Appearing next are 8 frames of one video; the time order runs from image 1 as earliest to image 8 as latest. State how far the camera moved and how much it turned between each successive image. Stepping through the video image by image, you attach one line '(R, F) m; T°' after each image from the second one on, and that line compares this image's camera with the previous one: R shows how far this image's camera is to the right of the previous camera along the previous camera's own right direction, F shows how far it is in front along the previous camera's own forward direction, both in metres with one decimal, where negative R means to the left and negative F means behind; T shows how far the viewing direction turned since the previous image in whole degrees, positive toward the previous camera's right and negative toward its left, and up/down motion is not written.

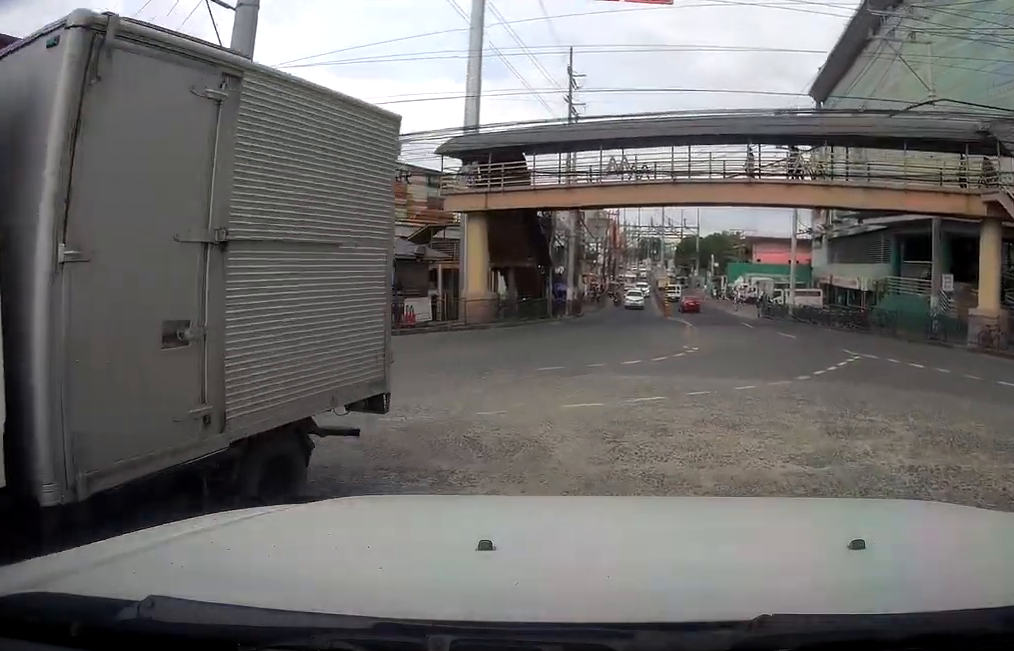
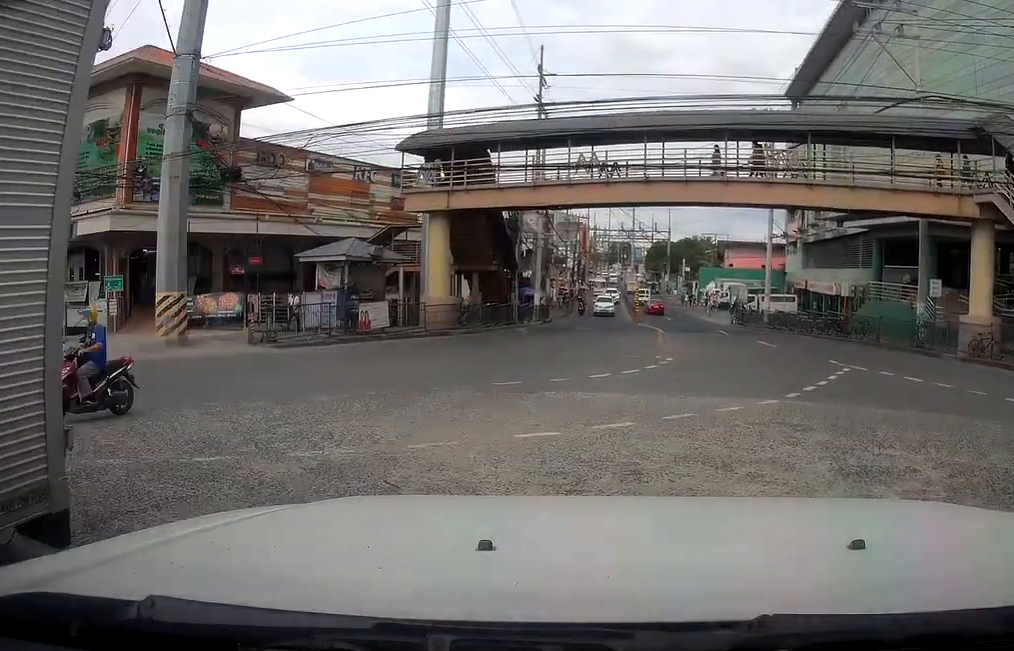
(0.0, +2.2) m; -2°
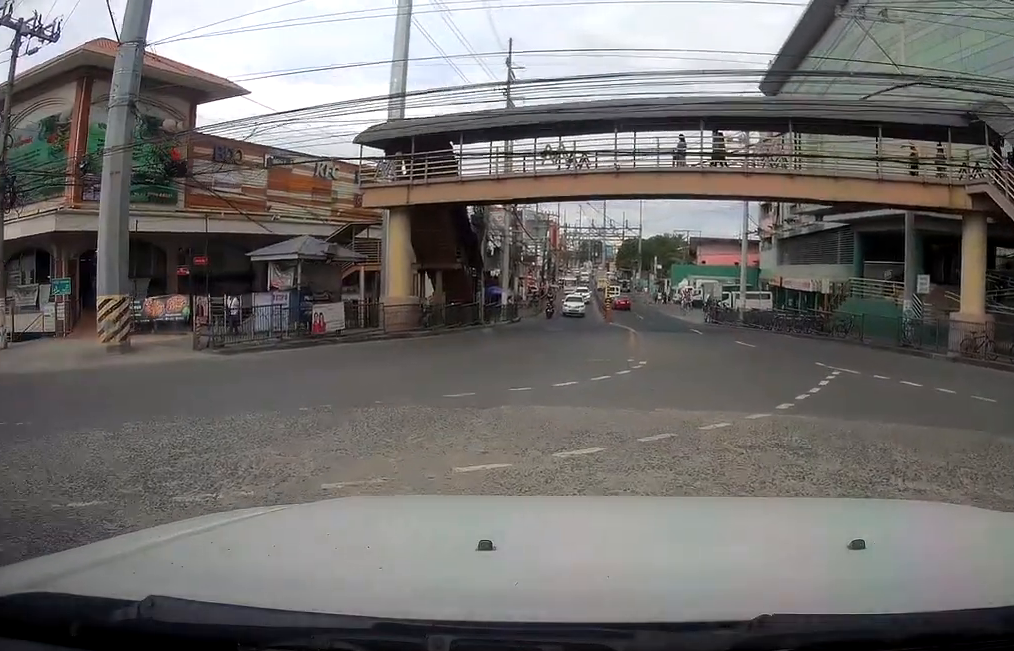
(-0.2, +2.0) m; -4°
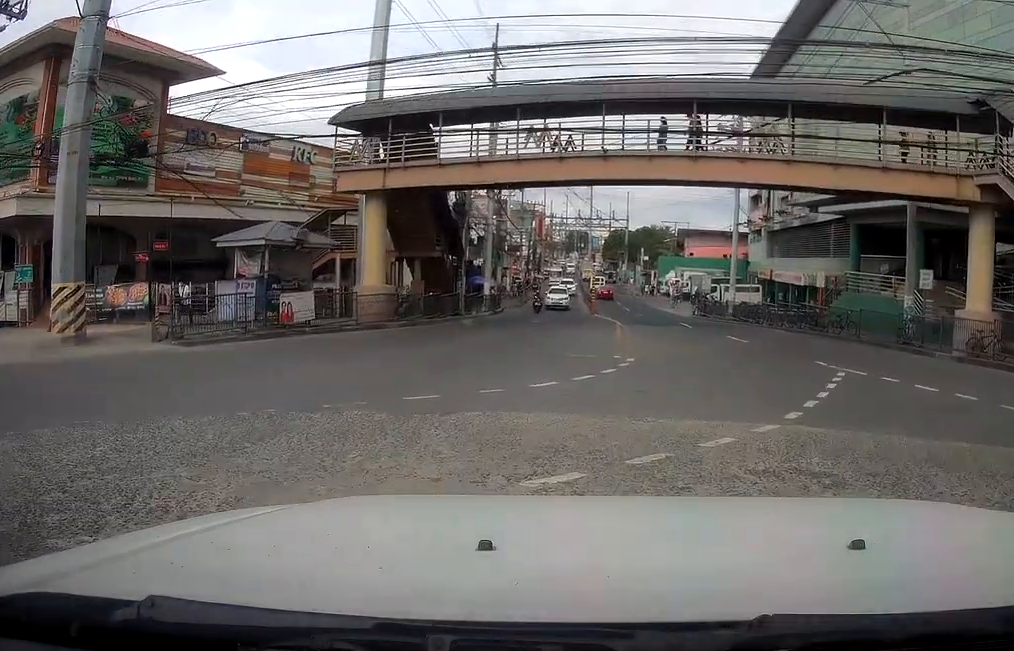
(0.0, +1.9) m; -1°
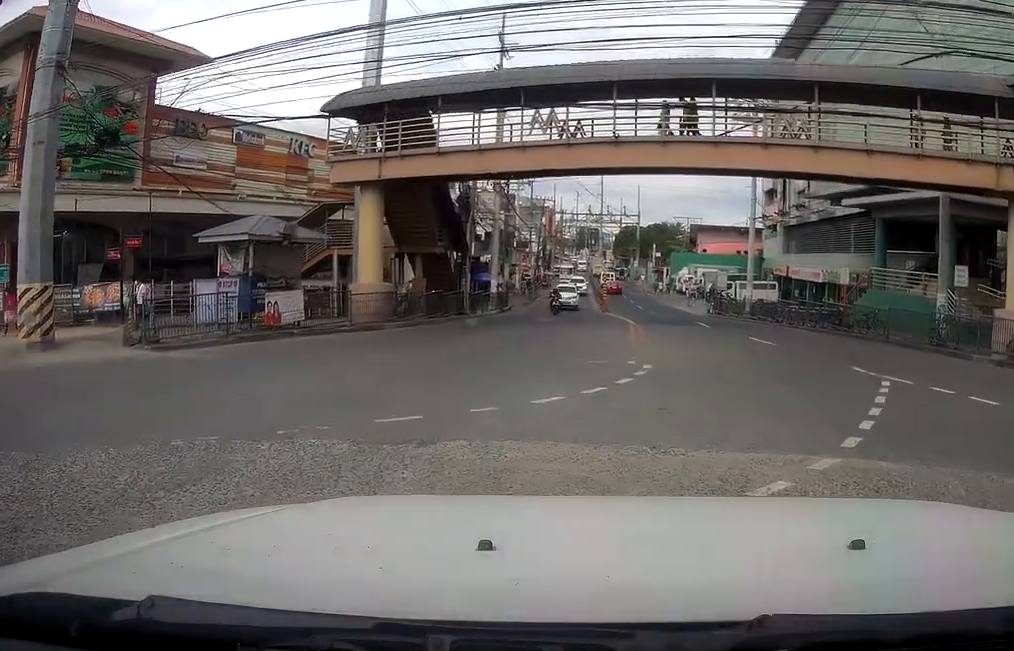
(0.0, +2.4) m; +2°
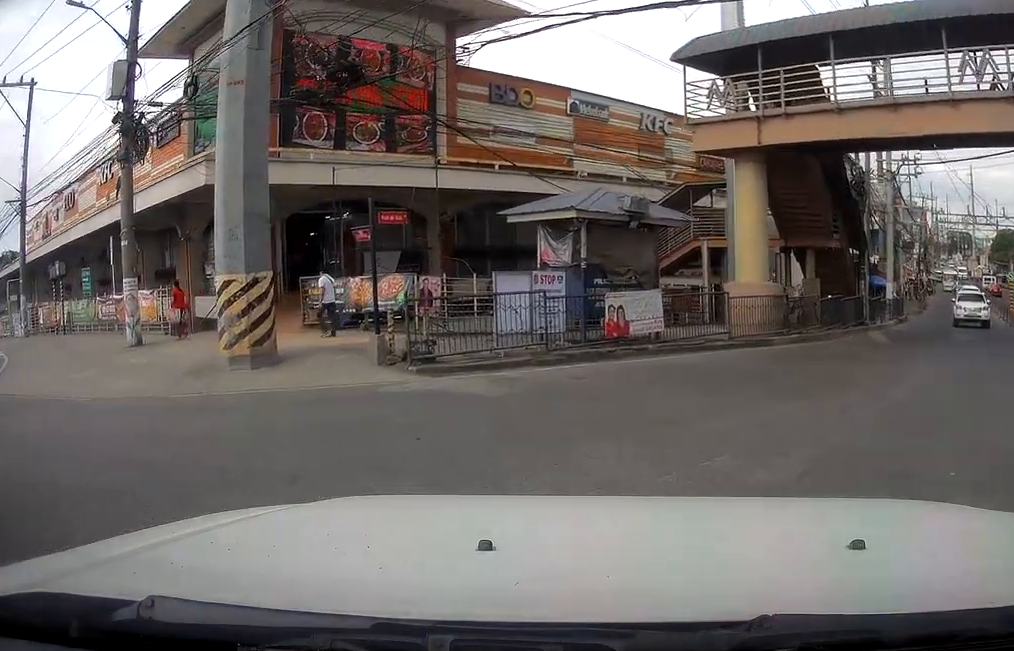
(-2.2, +7.6) m; -34°
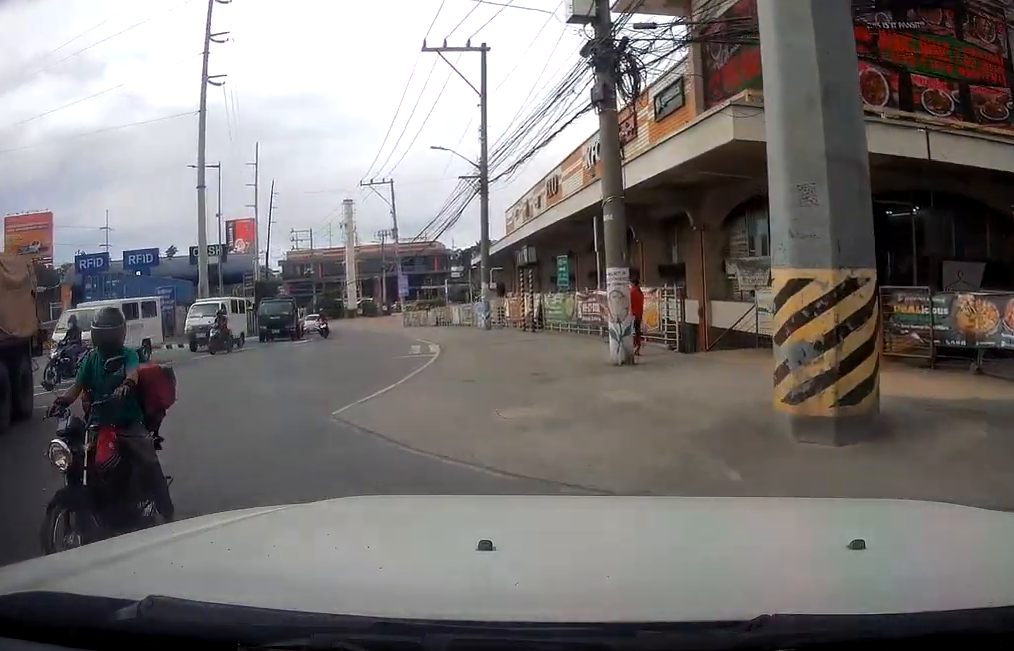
(-1.3, +7.6) m; -21°
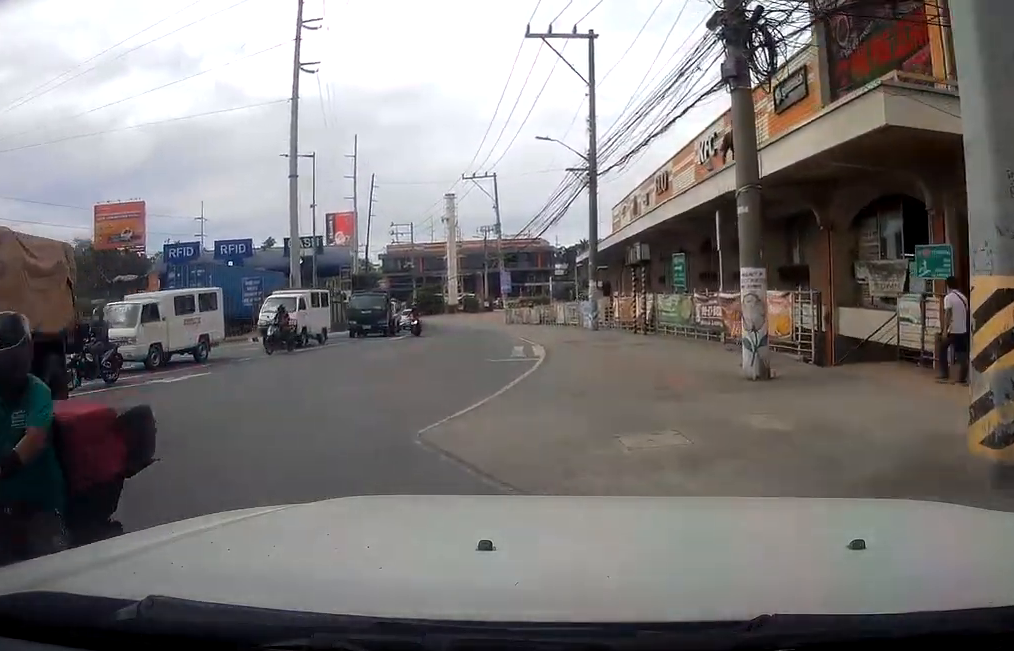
(-0.2, +2.0) m; -6°
